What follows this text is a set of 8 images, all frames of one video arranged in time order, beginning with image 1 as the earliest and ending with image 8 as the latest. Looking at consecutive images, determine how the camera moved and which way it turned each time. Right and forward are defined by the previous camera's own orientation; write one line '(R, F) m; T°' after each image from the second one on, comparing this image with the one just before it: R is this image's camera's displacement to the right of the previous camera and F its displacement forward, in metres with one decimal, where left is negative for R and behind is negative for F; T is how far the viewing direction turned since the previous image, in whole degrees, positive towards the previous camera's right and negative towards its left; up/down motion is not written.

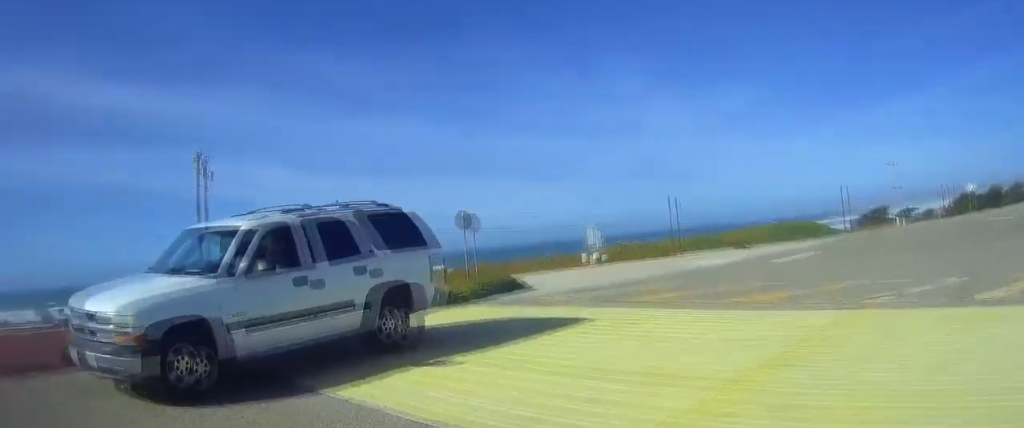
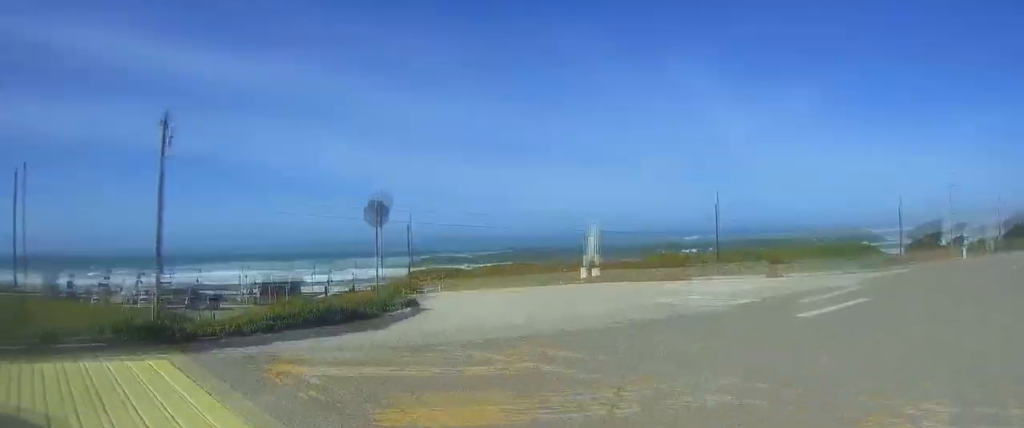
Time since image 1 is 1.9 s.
(-1.4, +8.0) m; -21°
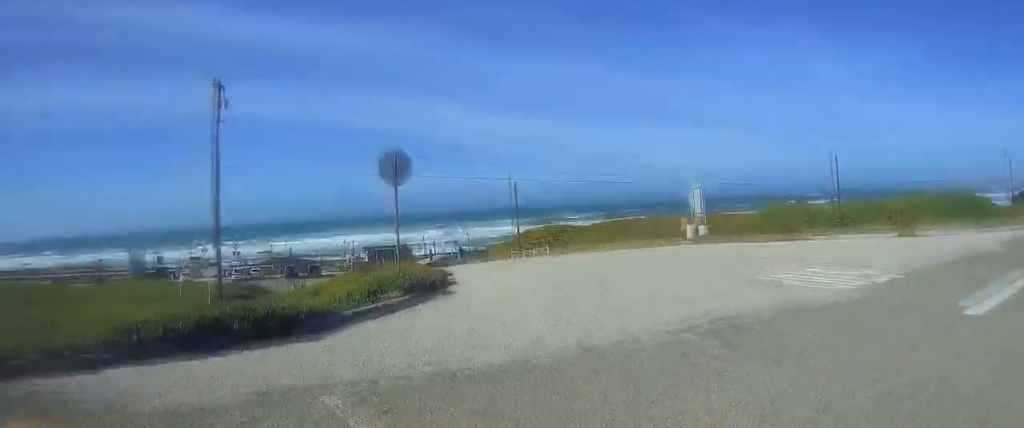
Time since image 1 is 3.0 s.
(-0.5, +4.9) m; -5°
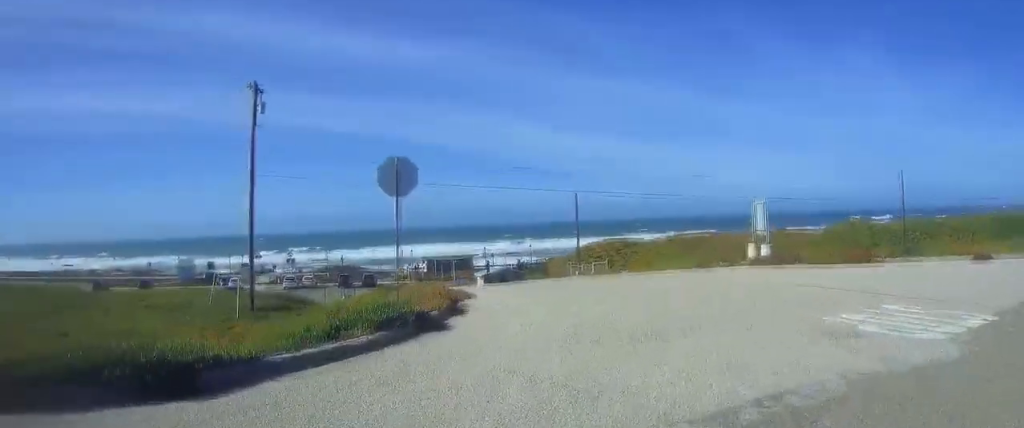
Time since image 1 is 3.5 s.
(0.0, +2.6) m; -1°
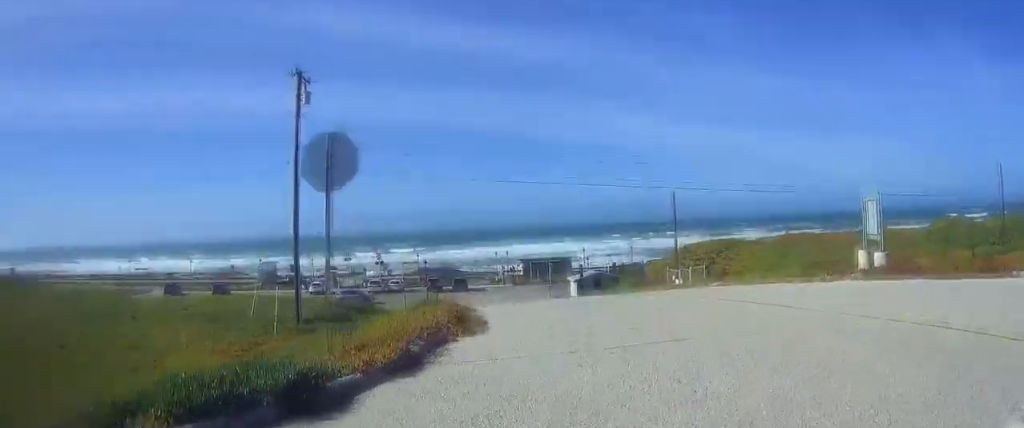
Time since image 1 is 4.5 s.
(0.0, +4.7) m; -11°
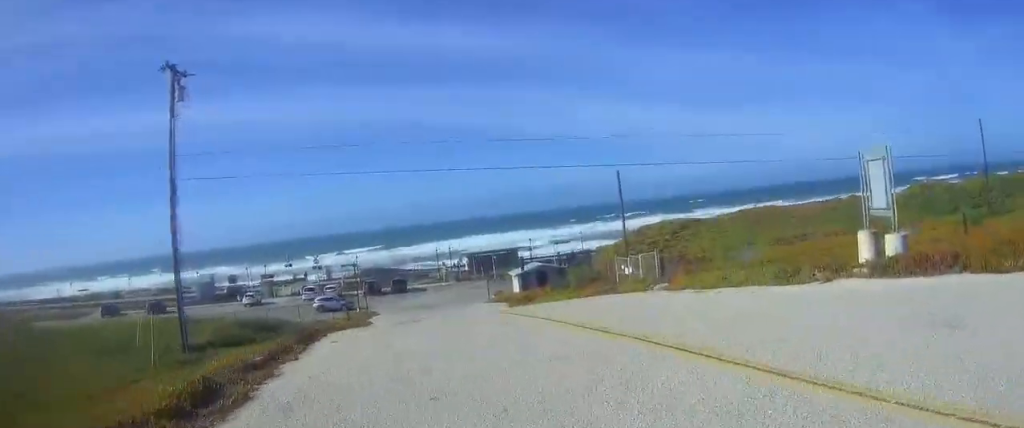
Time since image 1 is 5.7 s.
(-1.2, +6.3) m; -12°
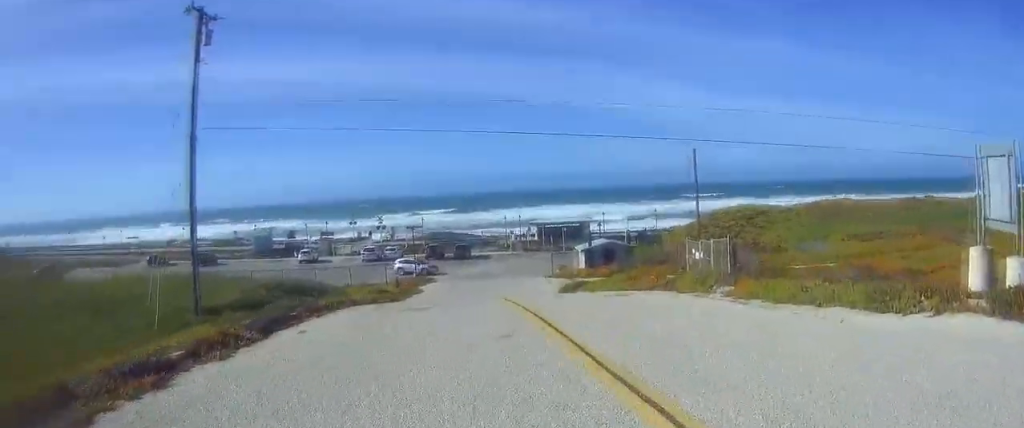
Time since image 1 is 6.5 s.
(-0.1, +4.1) m; -1°
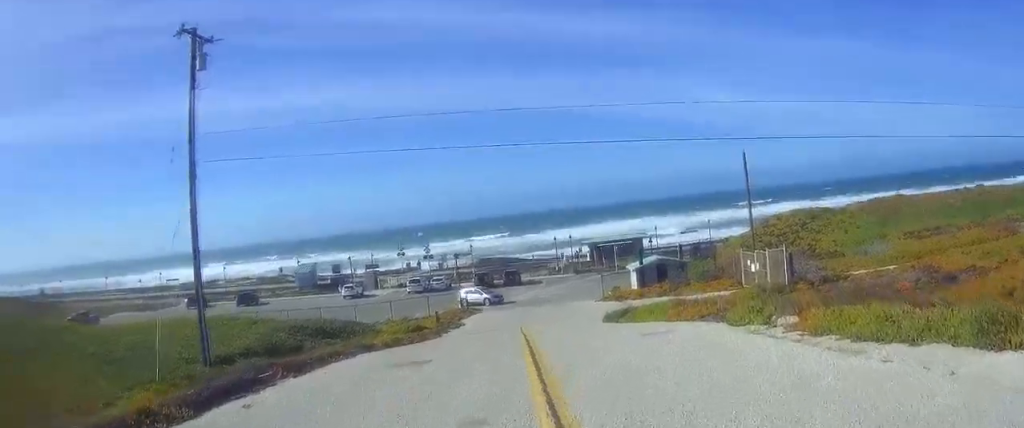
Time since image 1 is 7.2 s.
(0.0, +3.7) m; 0°
